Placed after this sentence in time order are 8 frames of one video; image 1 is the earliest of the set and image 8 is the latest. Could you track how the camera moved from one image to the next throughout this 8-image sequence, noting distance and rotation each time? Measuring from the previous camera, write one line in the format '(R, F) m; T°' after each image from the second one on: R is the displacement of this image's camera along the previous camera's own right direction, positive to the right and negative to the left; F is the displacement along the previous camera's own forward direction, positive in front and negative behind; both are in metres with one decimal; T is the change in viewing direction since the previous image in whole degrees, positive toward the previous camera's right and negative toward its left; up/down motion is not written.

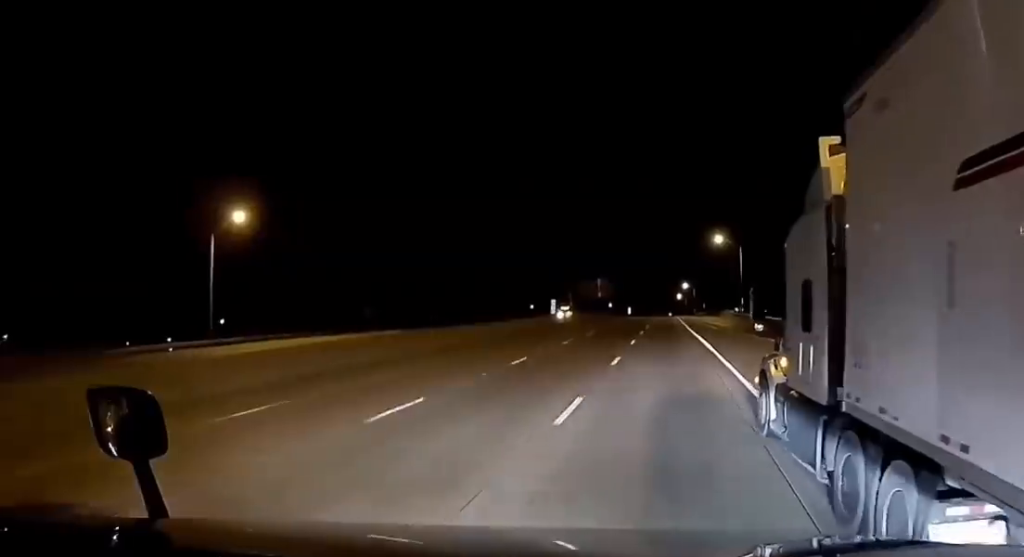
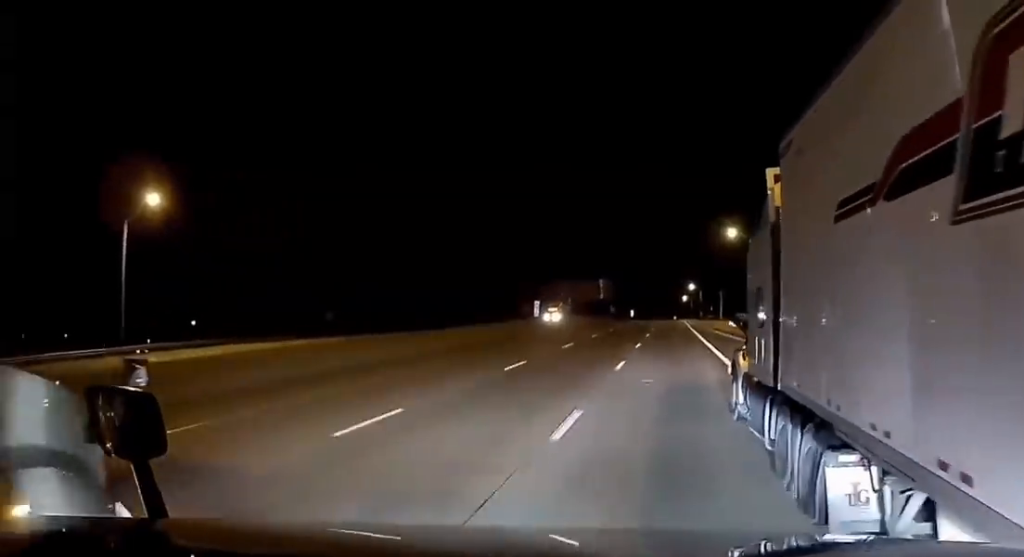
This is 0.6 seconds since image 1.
(-0.2, +13.9) m; -1°
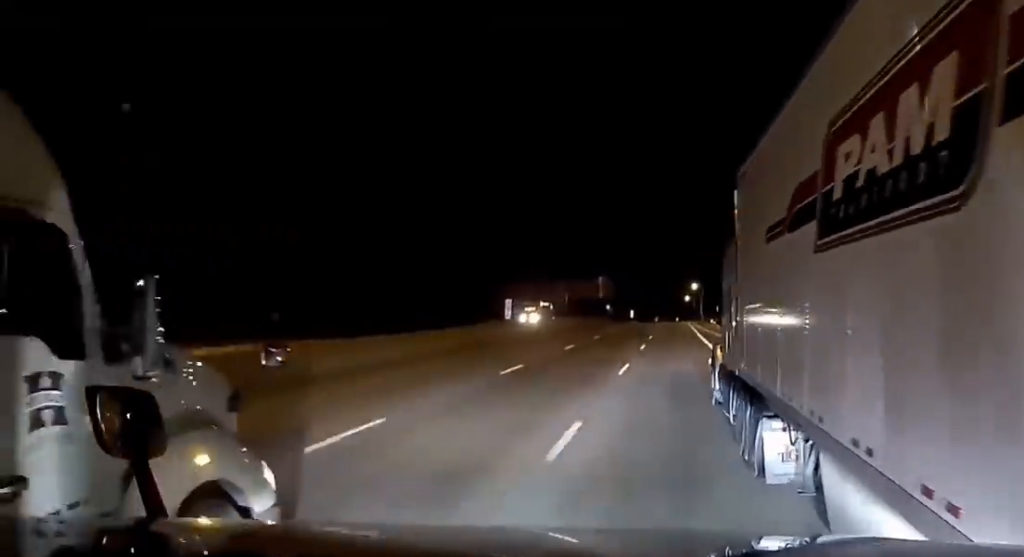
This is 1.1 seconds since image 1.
(-0.1, +13.5) m; 0°
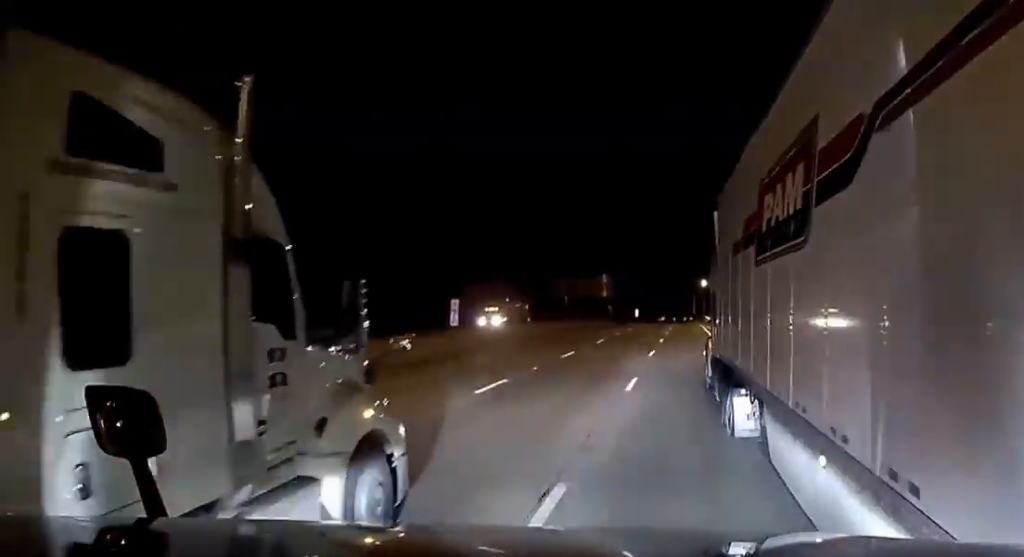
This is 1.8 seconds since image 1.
(0.0, +15.8) m; 0°
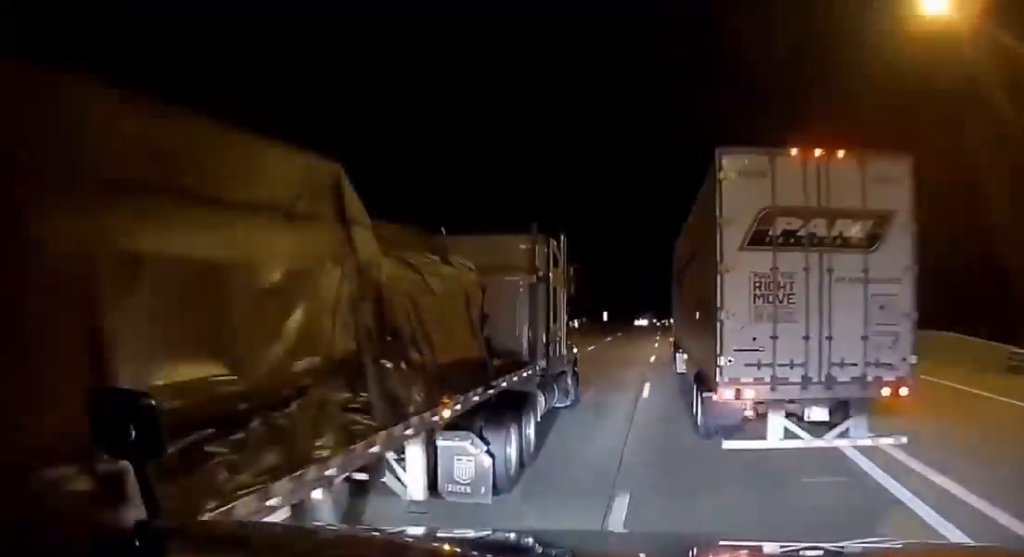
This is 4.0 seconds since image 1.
(+1.6, +50.6) m; +3°
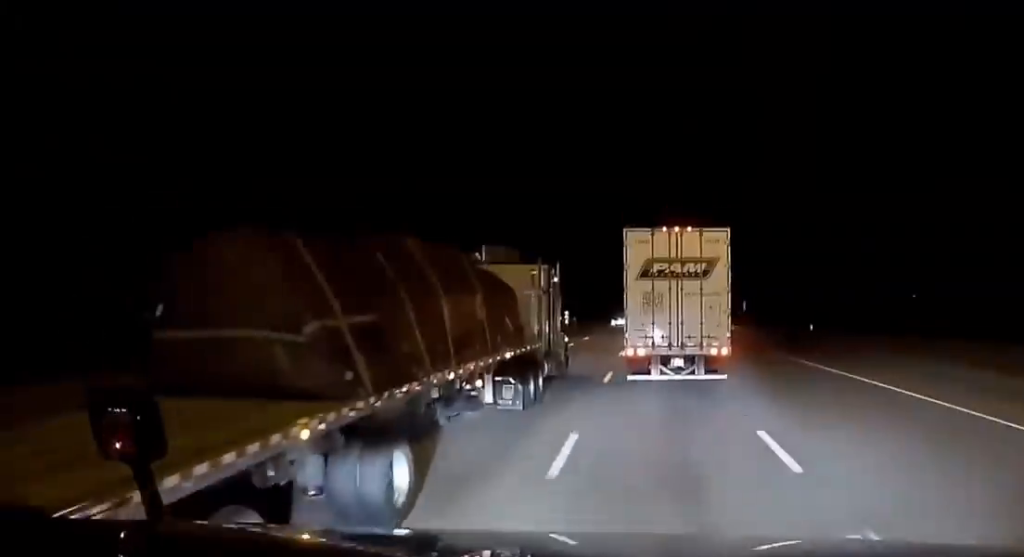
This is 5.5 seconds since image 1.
(0.0, +33.2) m; 0°
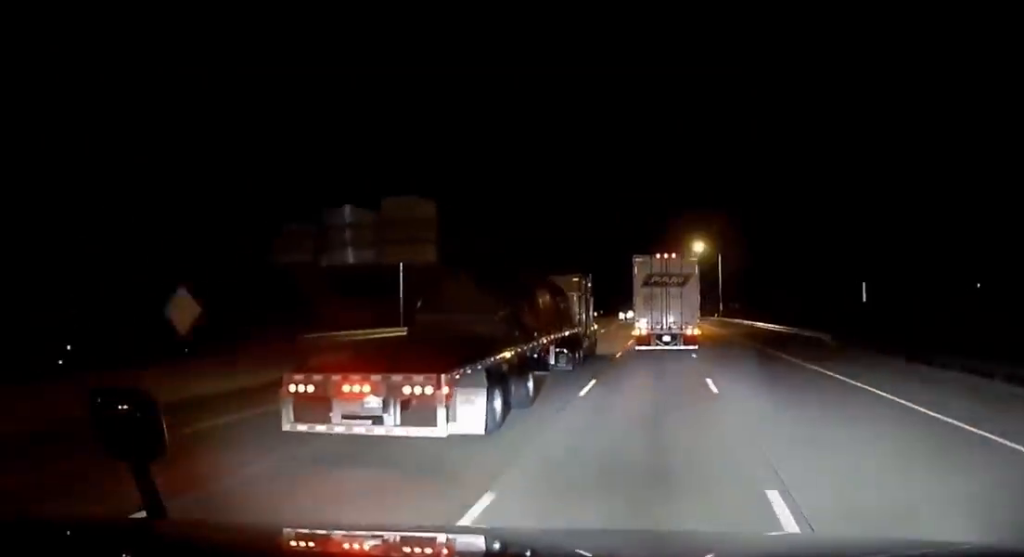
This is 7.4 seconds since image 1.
(0.0, +41.4) m; 0°
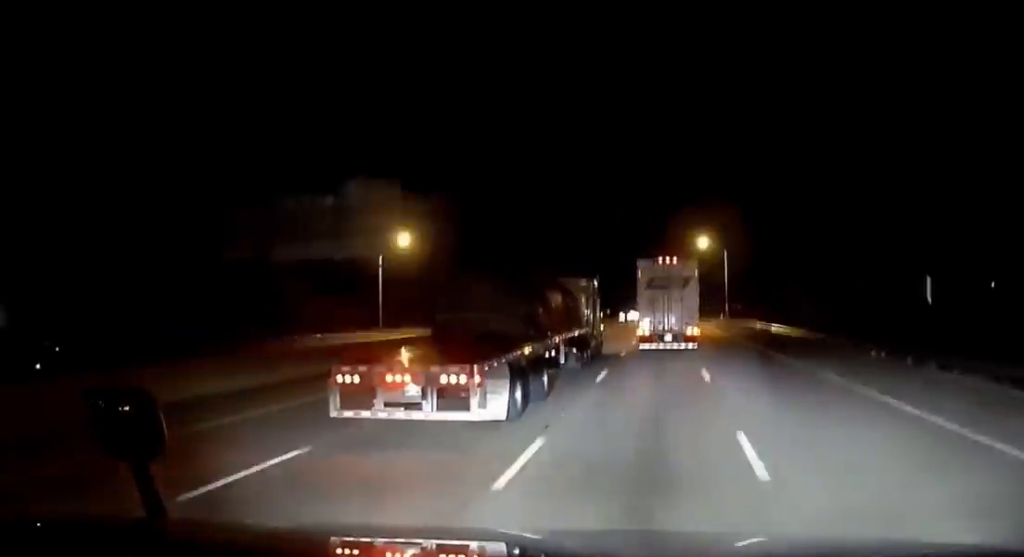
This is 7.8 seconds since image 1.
(0.0, +8.9) m; 0°
